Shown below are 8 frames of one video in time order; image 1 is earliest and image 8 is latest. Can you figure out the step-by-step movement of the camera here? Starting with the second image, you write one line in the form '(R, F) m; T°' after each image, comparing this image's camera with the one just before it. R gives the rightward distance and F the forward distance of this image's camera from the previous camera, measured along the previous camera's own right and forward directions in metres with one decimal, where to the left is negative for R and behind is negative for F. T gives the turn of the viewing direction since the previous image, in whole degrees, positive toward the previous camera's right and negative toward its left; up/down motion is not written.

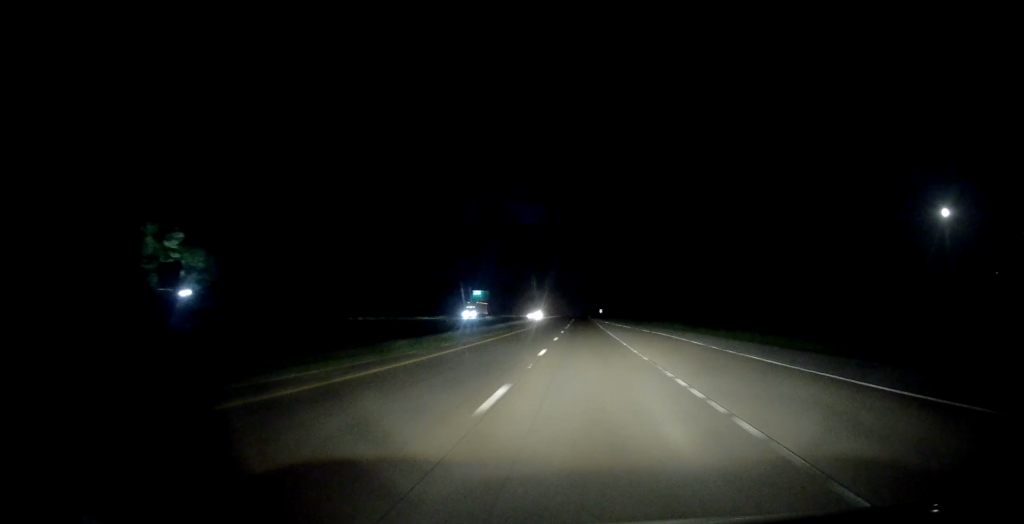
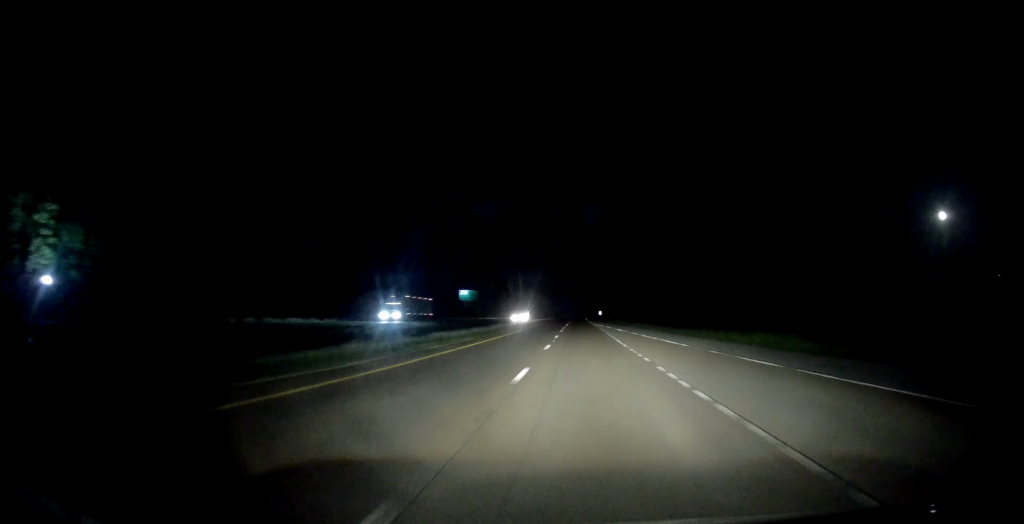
(0.0, +32.9) m; 0°
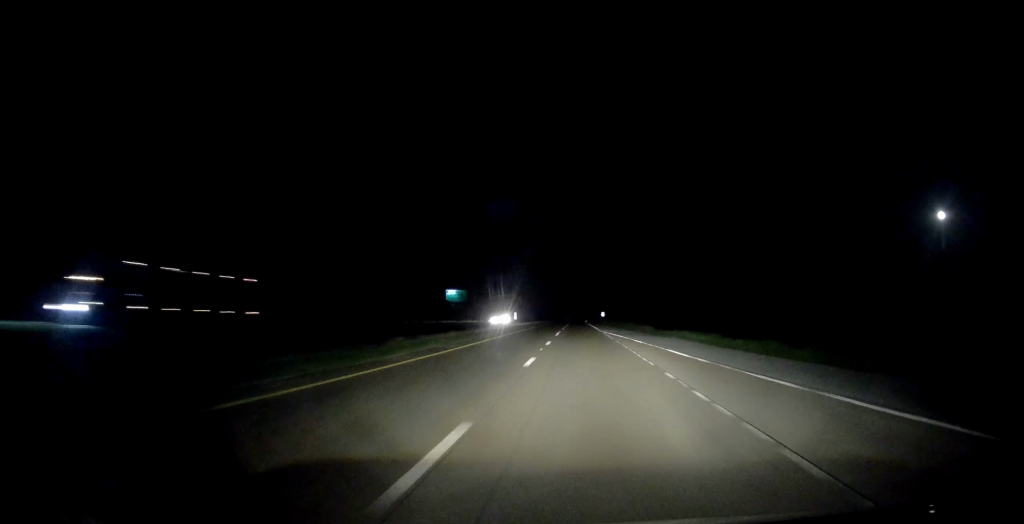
(-0.1, +32.7) m; 0°
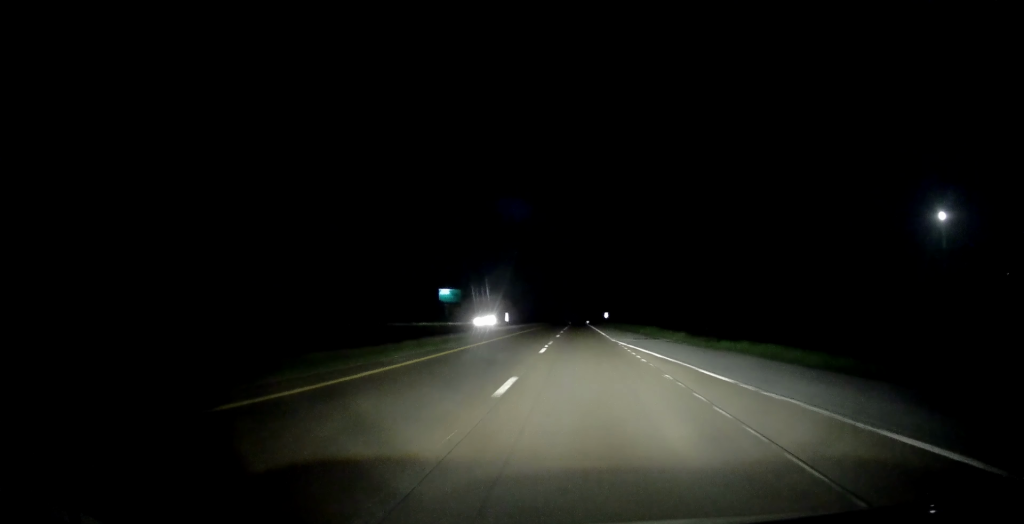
(0.0, +18.0) m; 0°
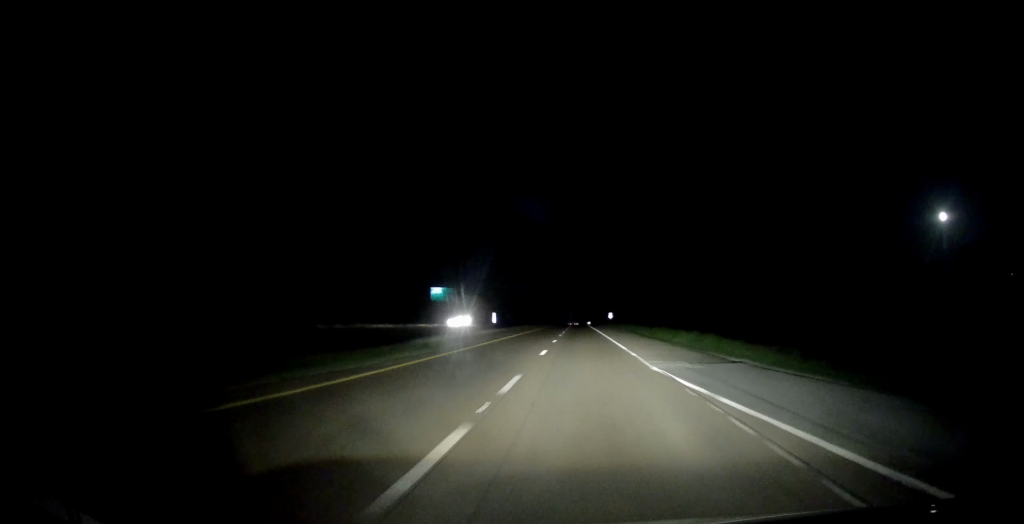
(0.0, +19.1) m; 0°
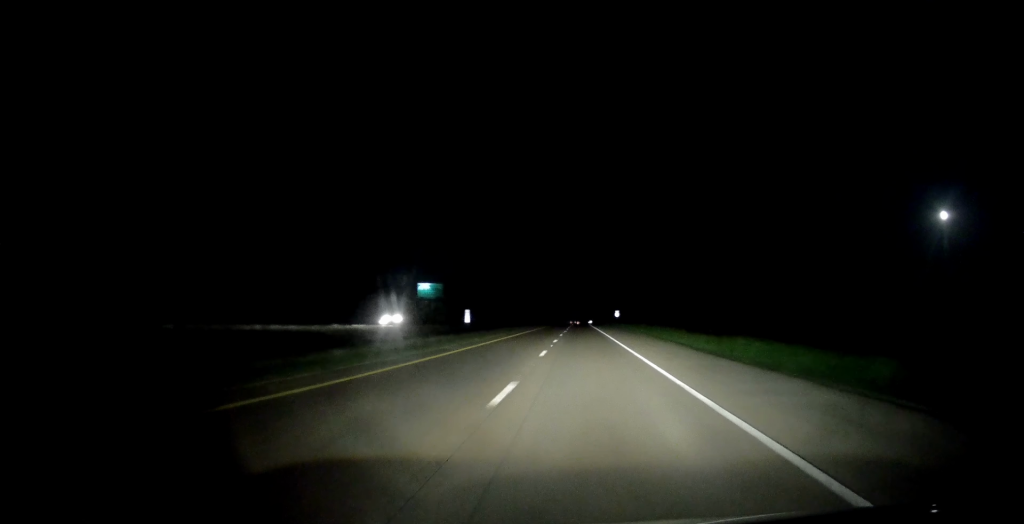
(0.0, +24.9) m; 0°
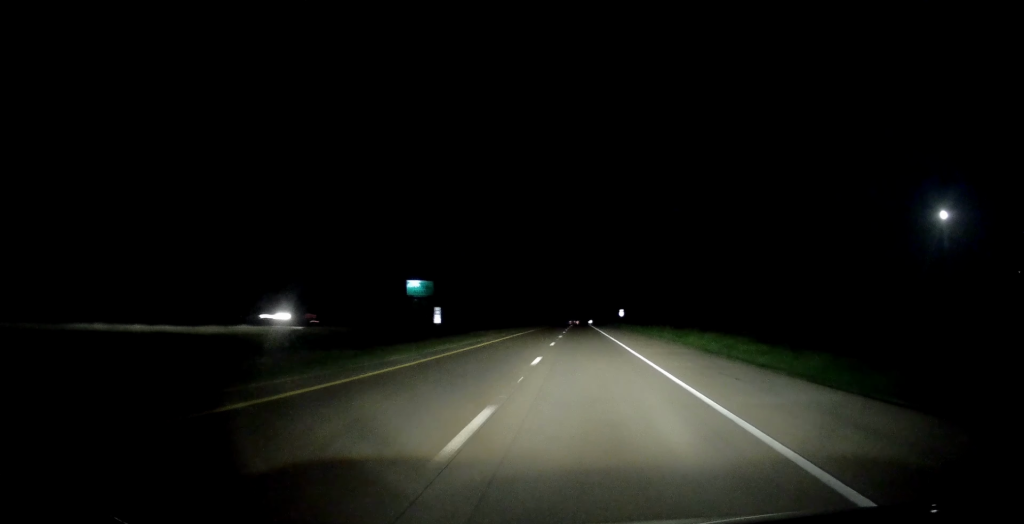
(0.0, +15.8) m; 0°
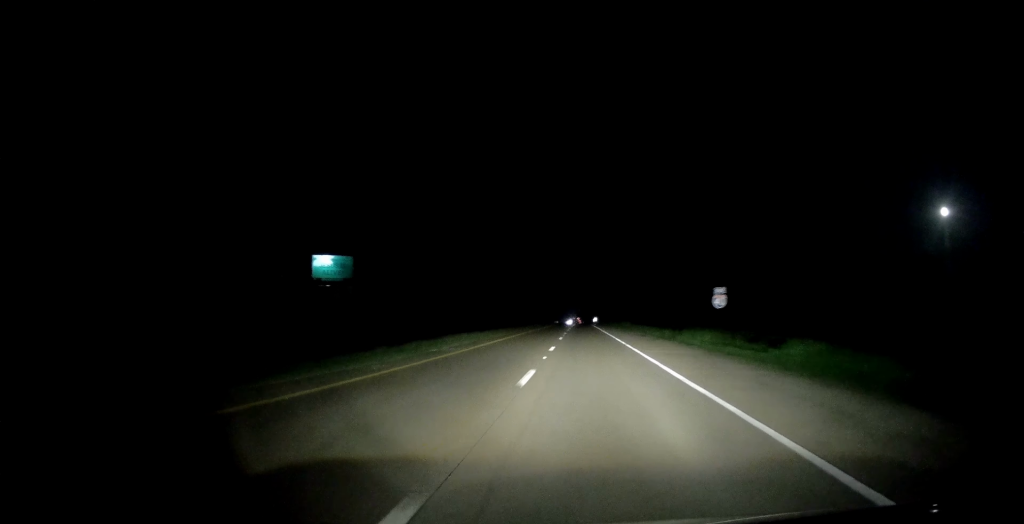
(+0.3, +91.1) m; 0°
